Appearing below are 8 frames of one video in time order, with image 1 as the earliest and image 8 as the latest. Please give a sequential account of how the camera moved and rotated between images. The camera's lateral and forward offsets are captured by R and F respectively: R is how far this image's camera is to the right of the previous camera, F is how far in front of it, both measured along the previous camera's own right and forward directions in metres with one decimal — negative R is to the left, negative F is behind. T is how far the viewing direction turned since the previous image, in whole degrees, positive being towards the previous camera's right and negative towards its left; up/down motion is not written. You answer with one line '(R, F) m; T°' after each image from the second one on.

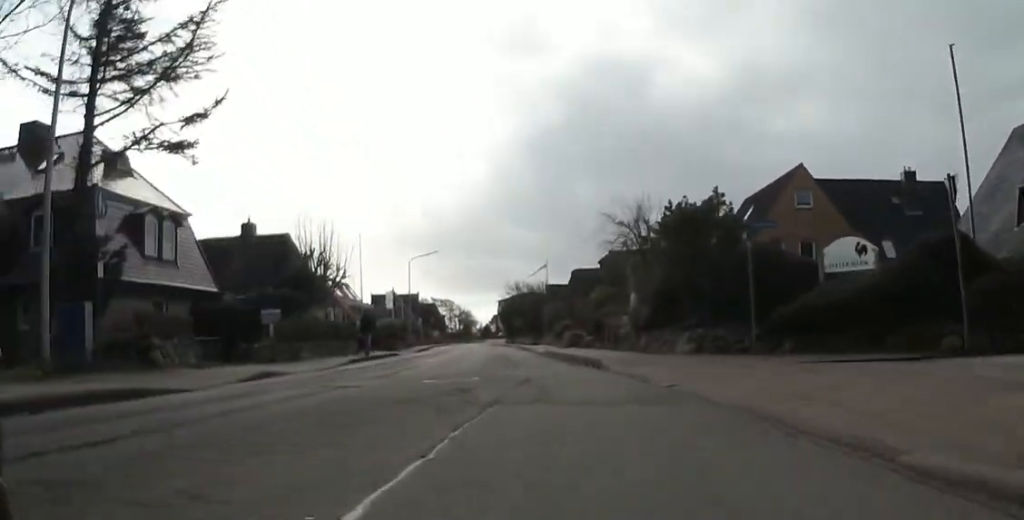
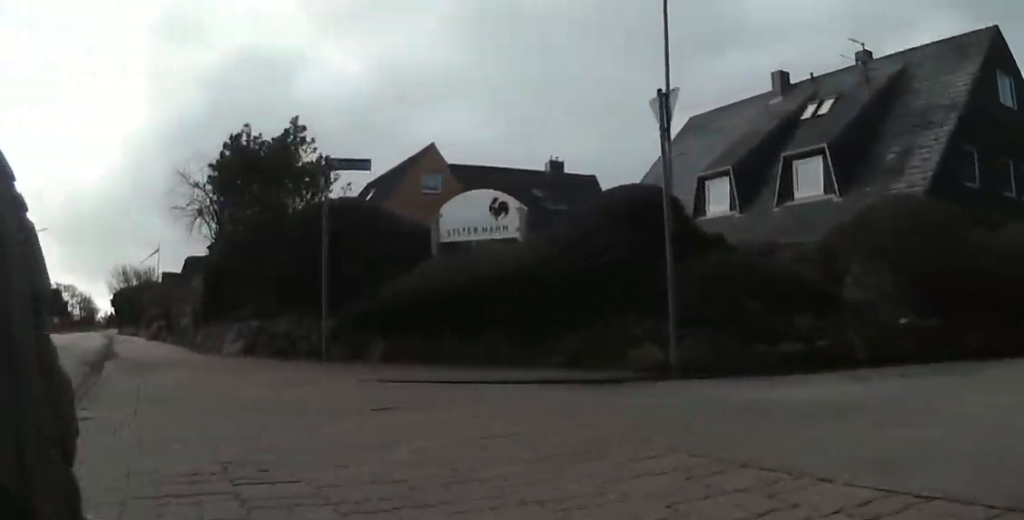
(+0.8, +4.9) m; +19°
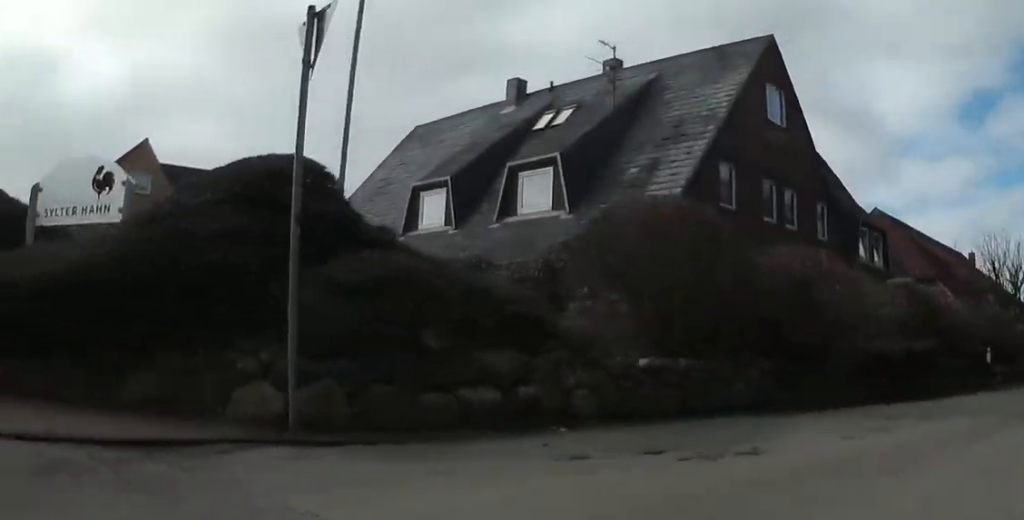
(-0.3, +2.7) m; +12°
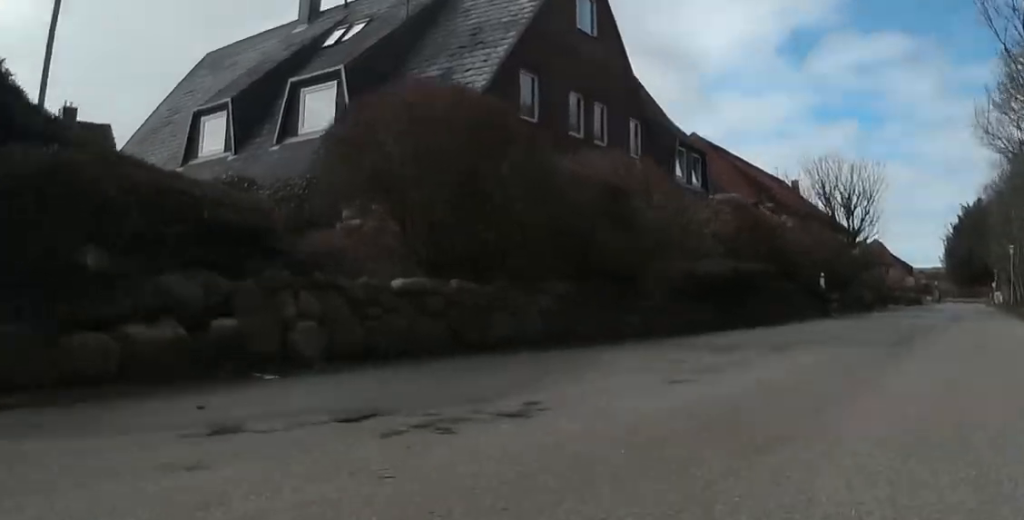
(+0.7, +1.9) m; +9°
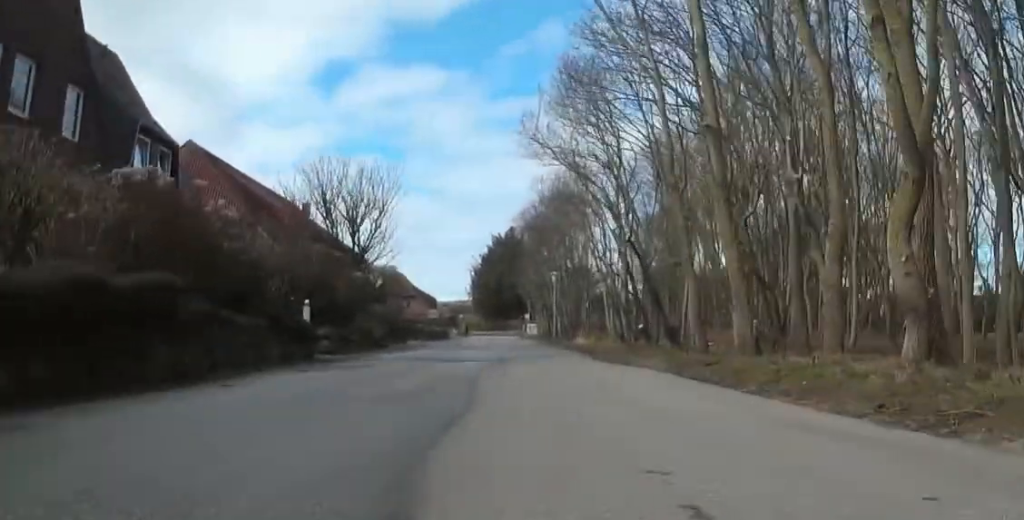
(+1.2, +5.9) m; +12°
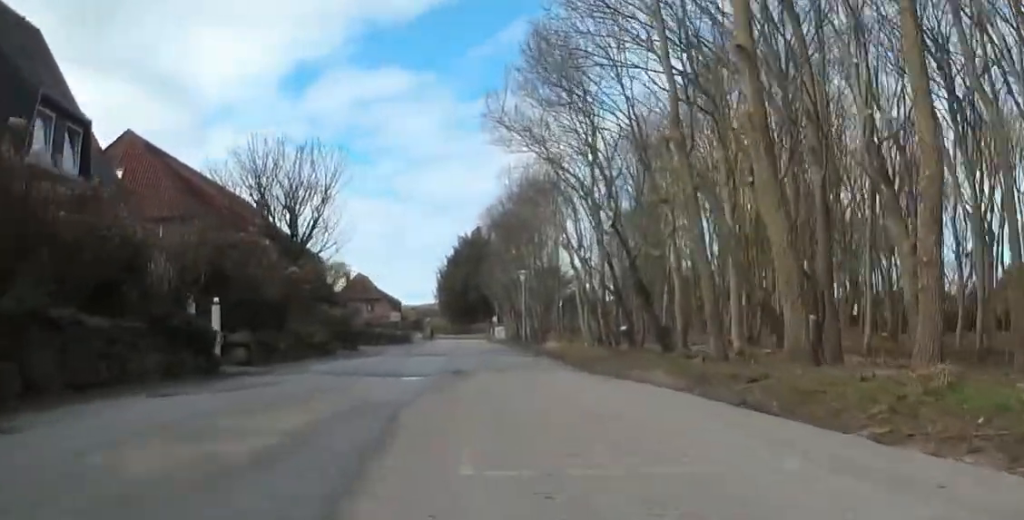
(0.0, +3.3) m; 0°
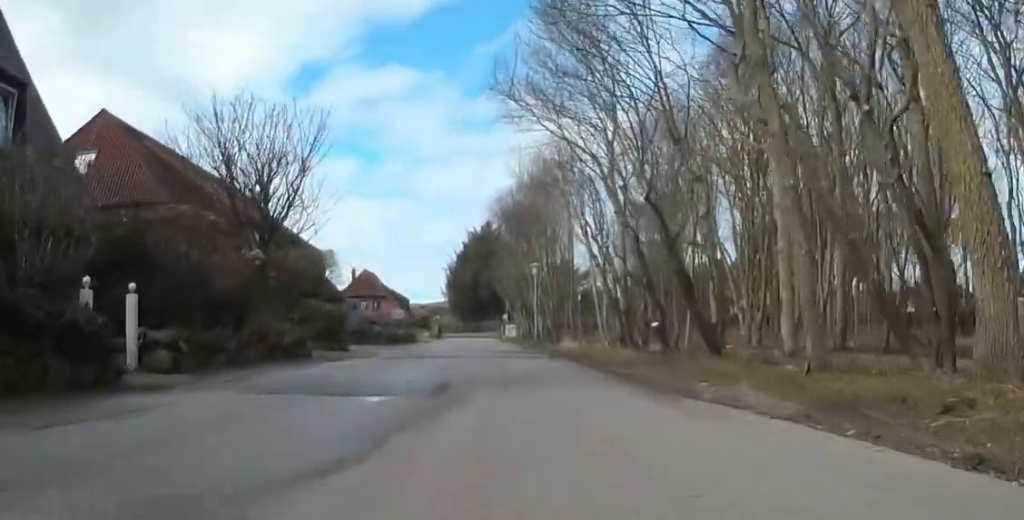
(0.0, +3.4) m; 0°
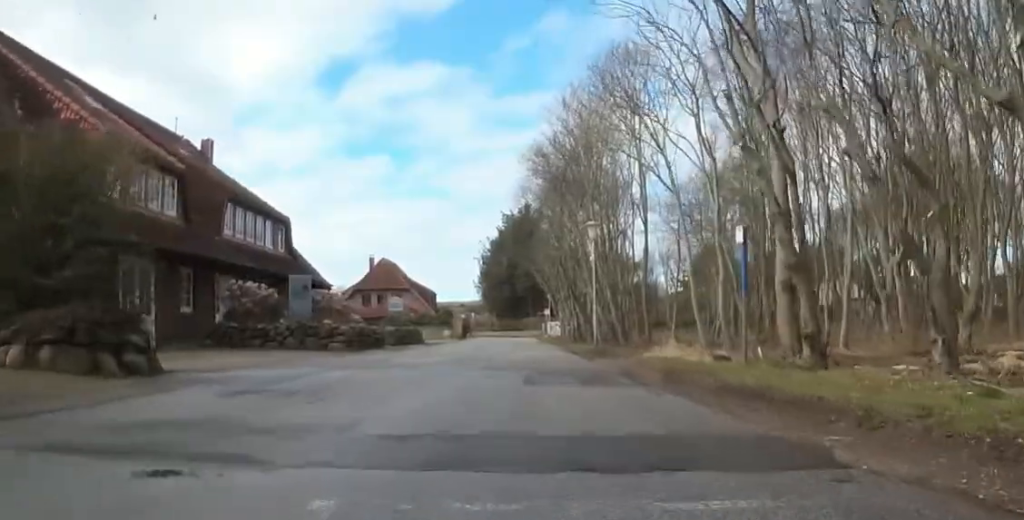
(0.0, +14.9) m; 0°
